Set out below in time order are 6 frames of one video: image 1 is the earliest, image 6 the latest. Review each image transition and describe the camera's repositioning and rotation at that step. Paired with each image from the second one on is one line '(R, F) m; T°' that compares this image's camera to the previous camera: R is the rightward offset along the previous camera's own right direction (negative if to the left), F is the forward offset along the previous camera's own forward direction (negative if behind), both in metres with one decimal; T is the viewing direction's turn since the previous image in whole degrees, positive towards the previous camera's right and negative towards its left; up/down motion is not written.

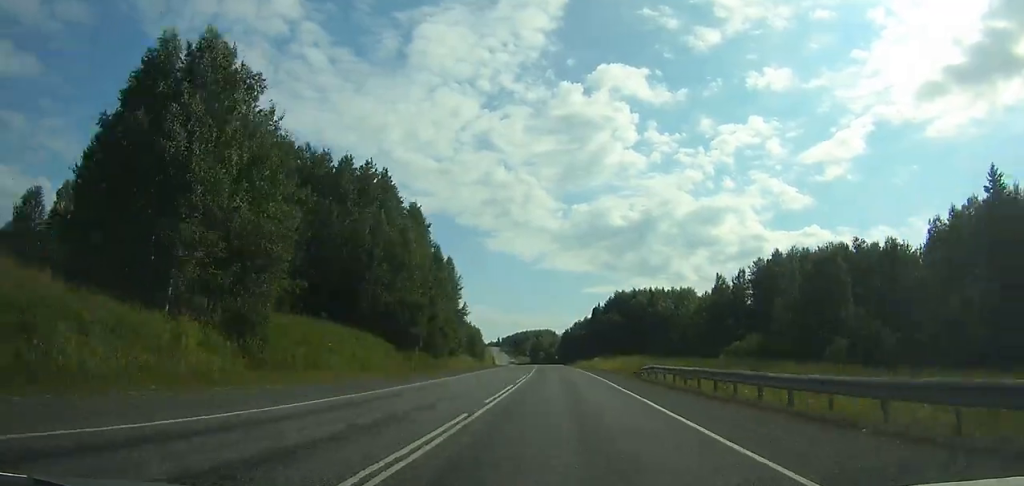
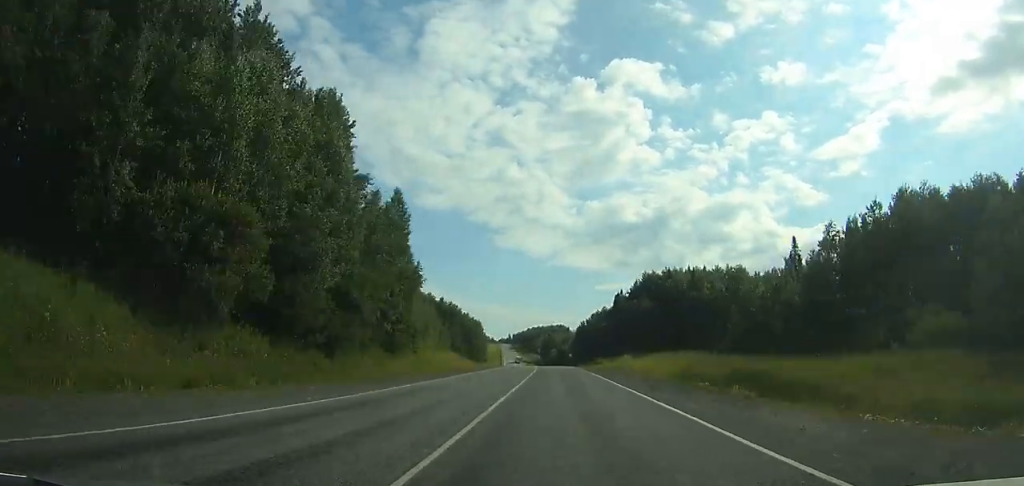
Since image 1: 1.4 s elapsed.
(-0.4, +39.9) m; -1°
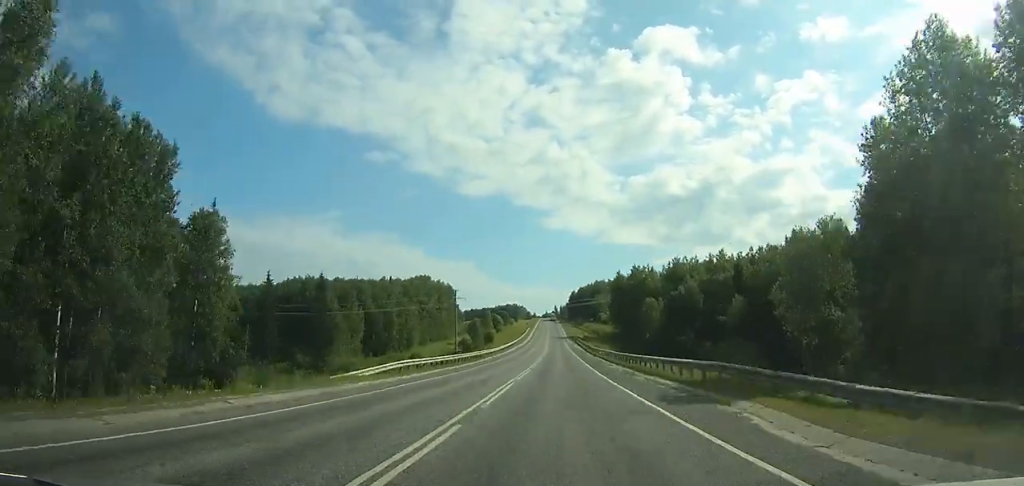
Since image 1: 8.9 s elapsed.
(-11.6, +215.9) m; -5°
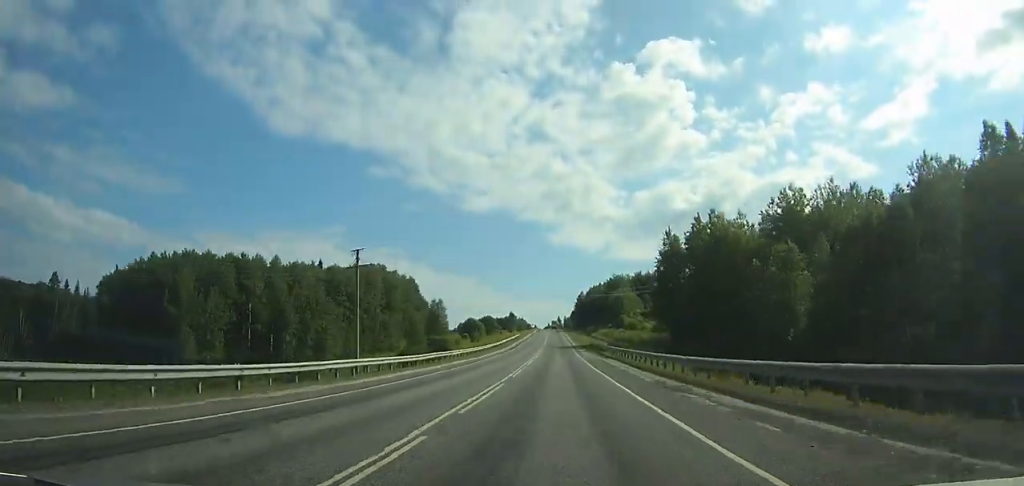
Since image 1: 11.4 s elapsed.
(-0.4, +72.3) m; -1°
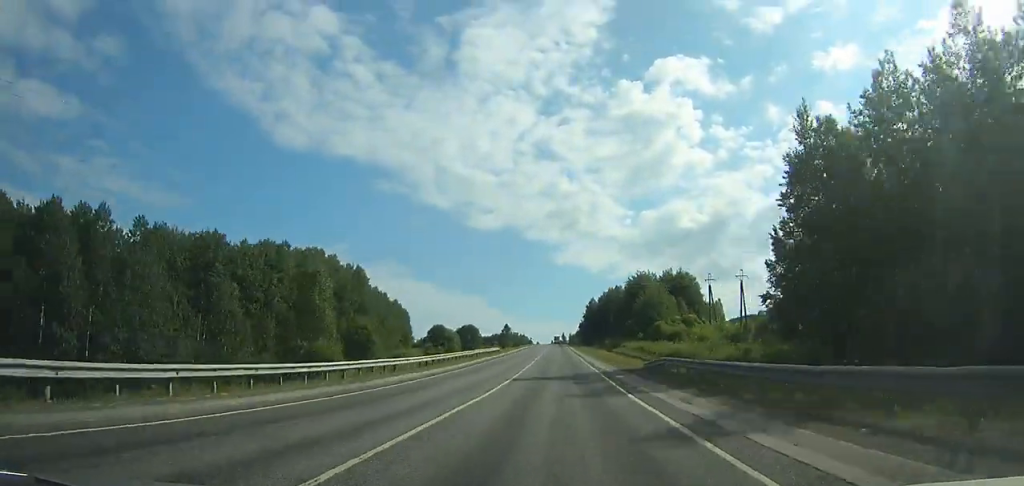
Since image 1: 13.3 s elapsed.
(-0.1, +54.6) m; 0°
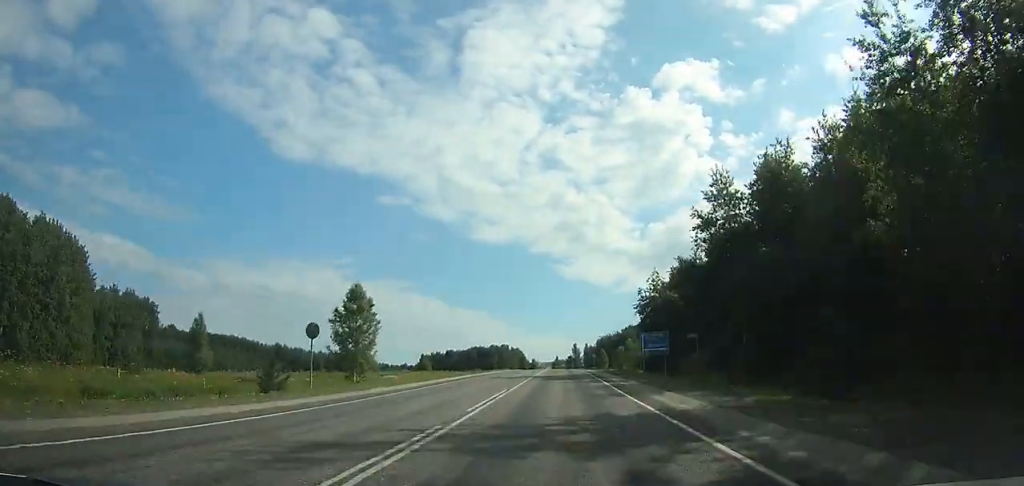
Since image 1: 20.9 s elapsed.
(-1.3, +210.7) m; 0°
